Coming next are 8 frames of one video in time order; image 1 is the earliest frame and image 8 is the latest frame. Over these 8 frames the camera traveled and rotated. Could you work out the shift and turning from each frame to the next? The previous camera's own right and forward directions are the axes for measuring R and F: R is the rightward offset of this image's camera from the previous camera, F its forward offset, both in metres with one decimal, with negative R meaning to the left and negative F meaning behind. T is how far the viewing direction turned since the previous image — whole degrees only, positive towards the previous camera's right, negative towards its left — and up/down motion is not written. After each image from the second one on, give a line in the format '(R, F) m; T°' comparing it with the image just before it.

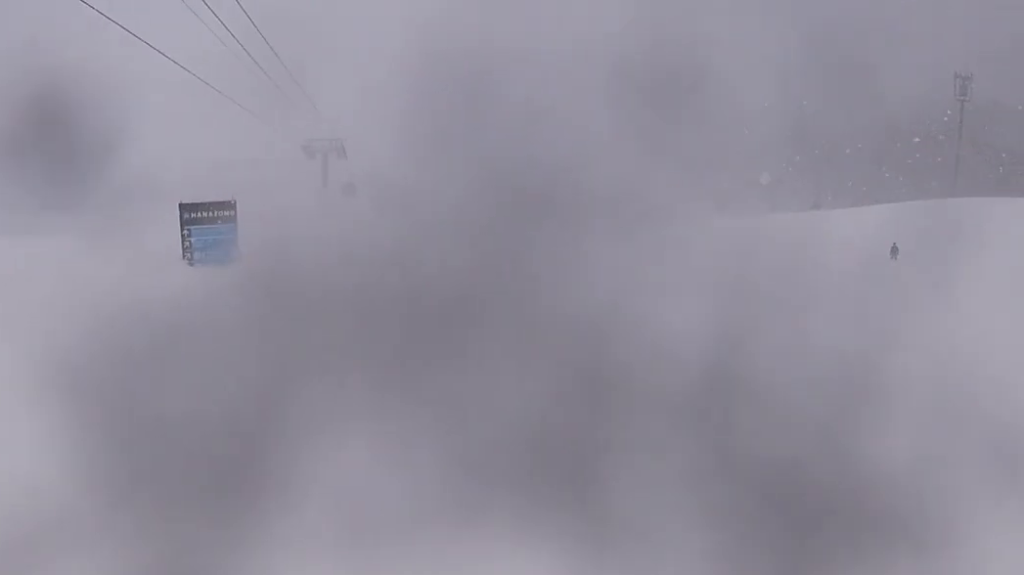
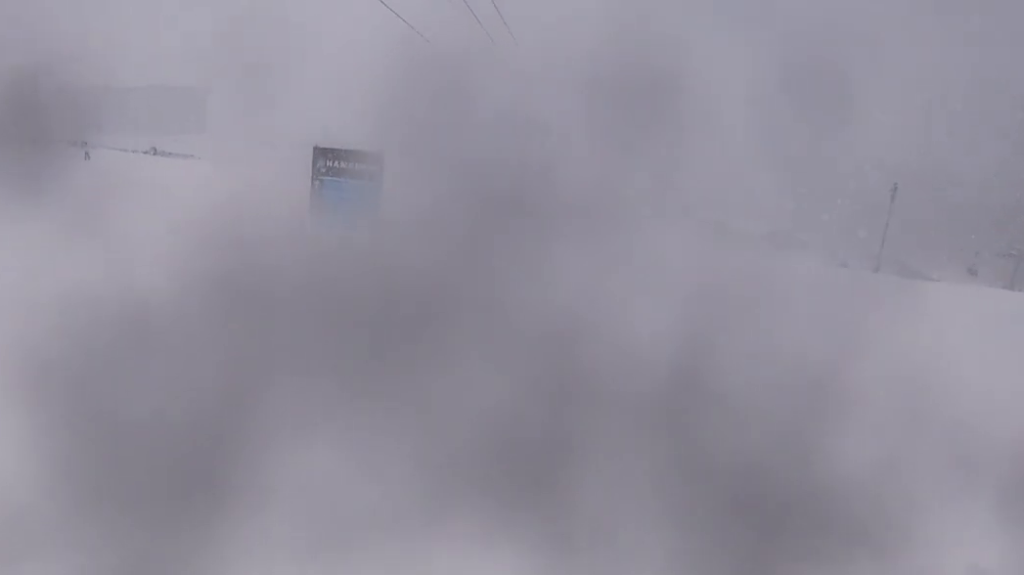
(-0.1, +3.8) m; -10°
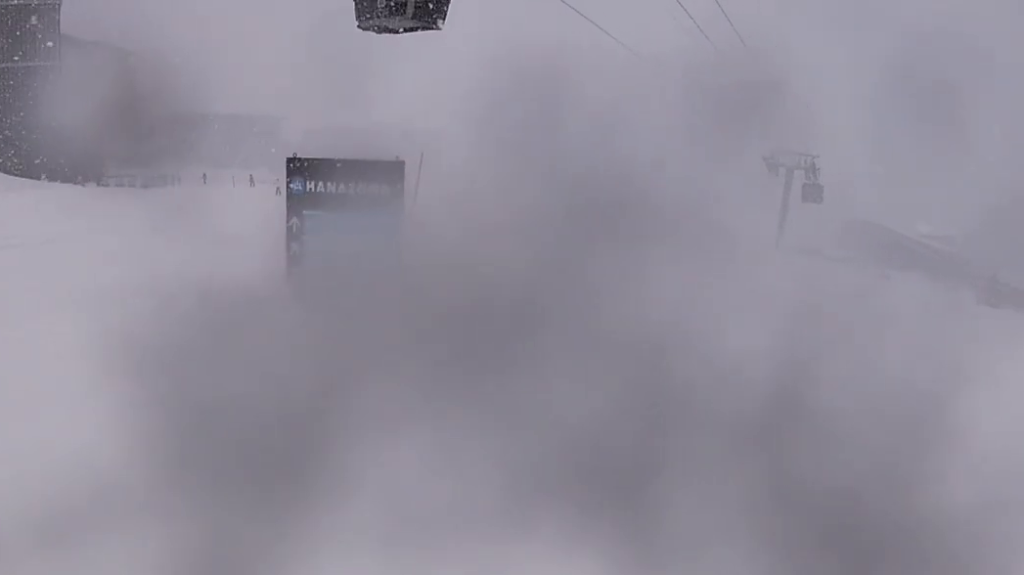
(-1.4, +6.9) m; -6°
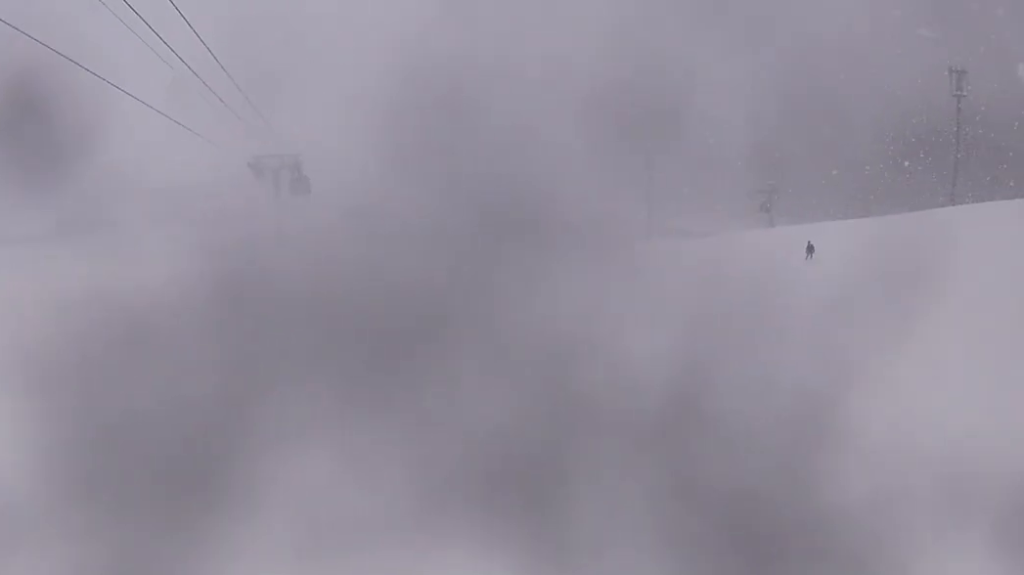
(+0.5, +2.2) m; 0°
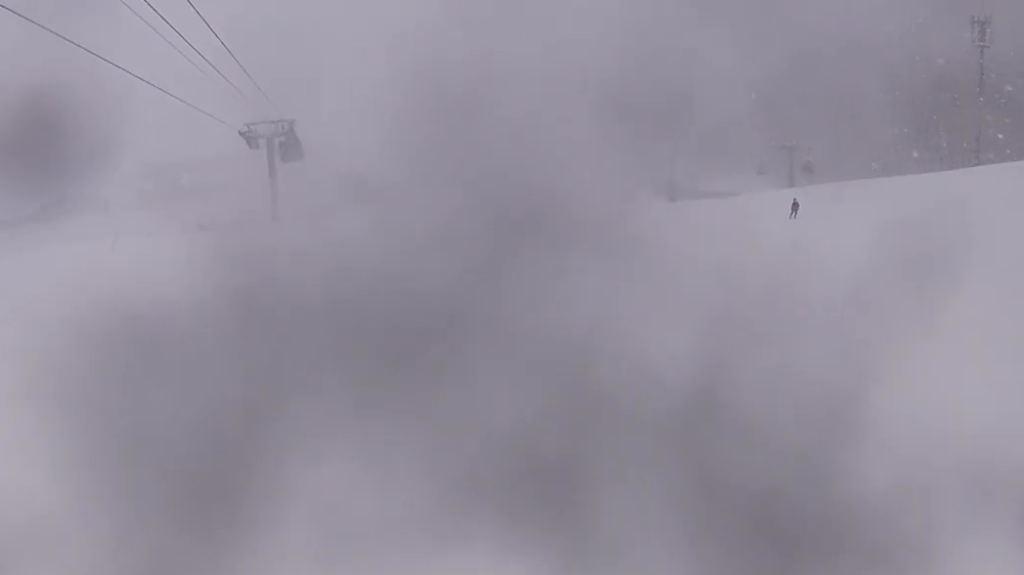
(-0.3, +5.5) m; +2°
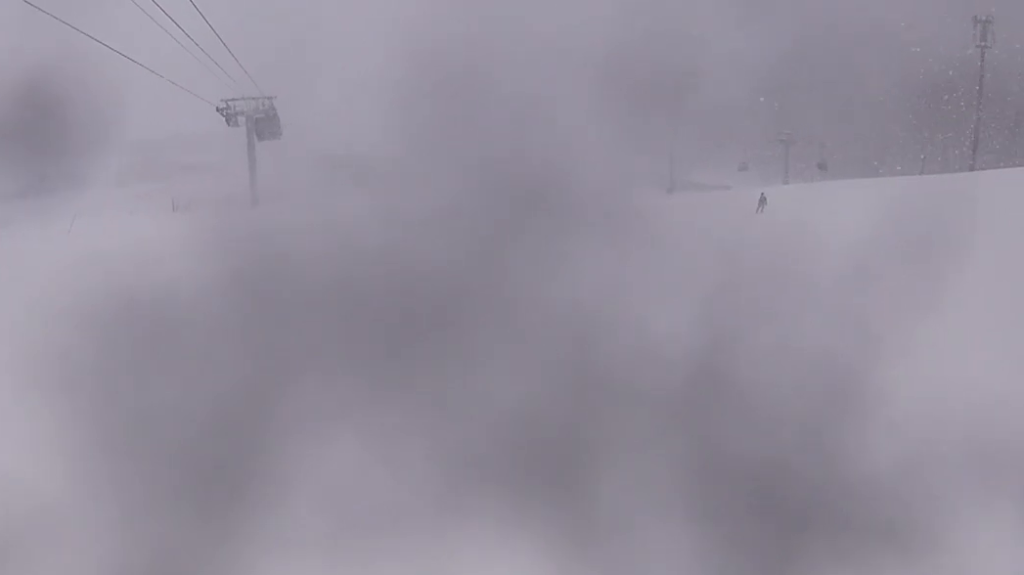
(+0.3, +3.8) m; +8°
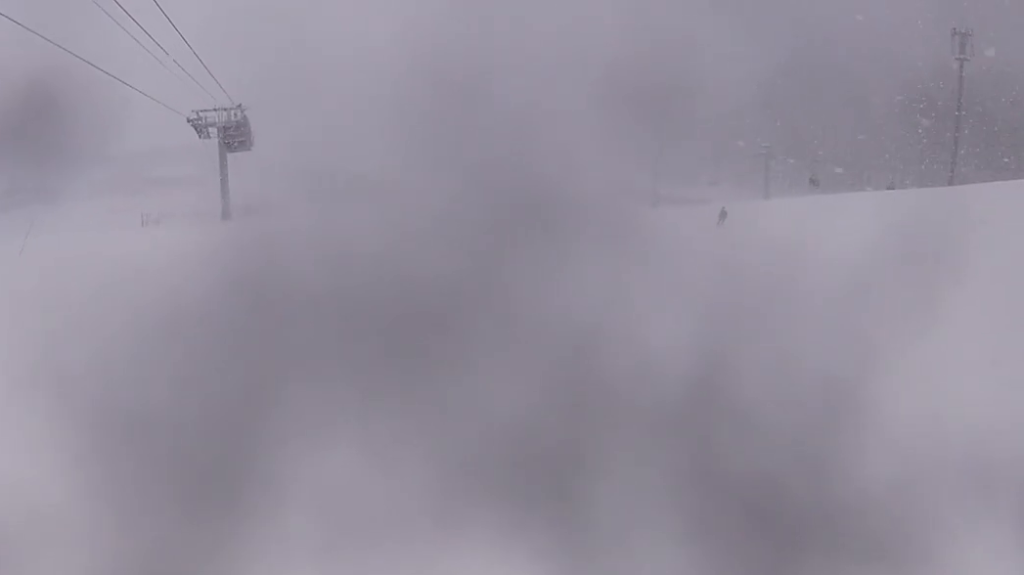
(+0.4, +2.8) m; +8°
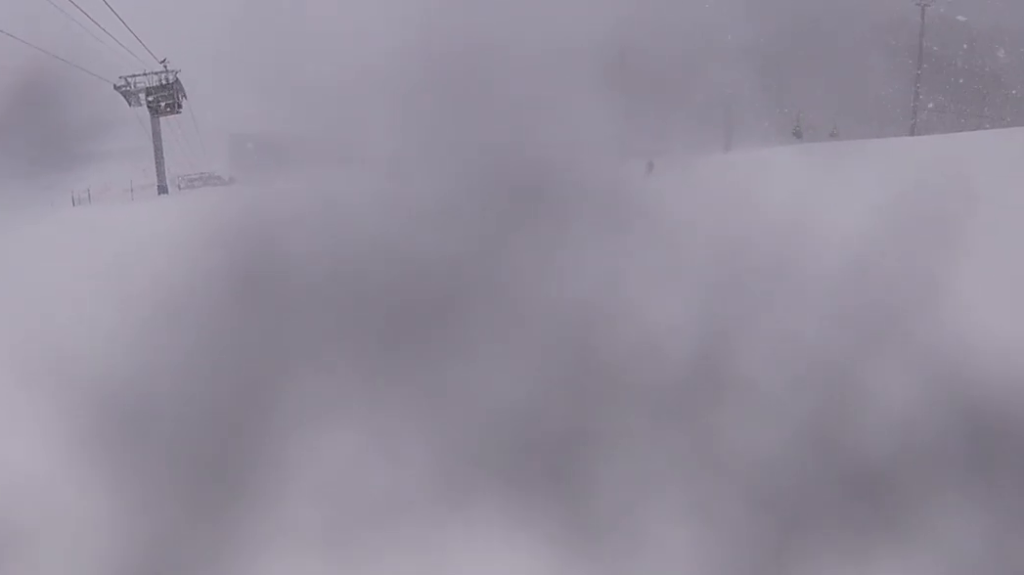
(+0.1, +4.8) m; -1°
